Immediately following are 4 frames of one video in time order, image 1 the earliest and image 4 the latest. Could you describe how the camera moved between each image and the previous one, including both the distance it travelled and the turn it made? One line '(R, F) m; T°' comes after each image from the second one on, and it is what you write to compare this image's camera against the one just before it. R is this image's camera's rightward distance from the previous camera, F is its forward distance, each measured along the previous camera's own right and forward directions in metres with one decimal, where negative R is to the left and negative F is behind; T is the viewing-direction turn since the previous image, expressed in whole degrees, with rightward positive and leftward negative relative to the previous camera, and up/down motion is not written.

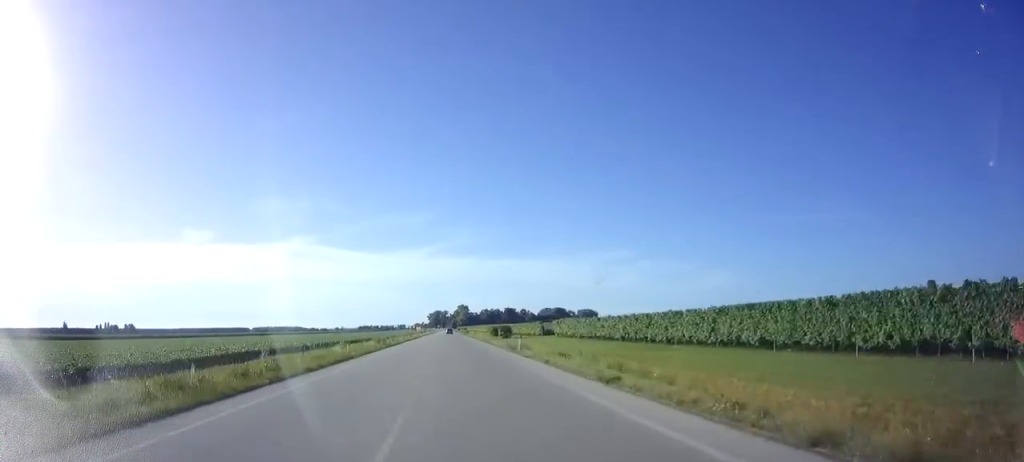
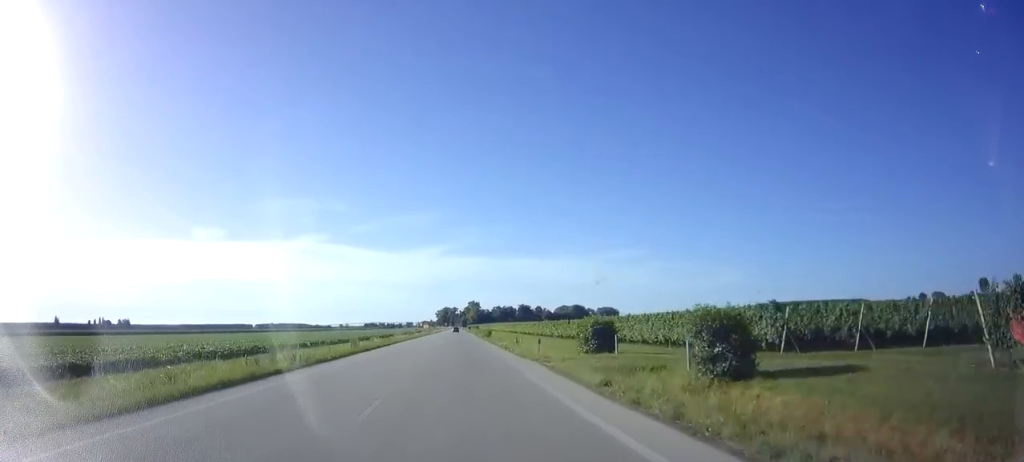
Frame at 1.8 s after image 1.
(-0.4, +59.0) m; -1°
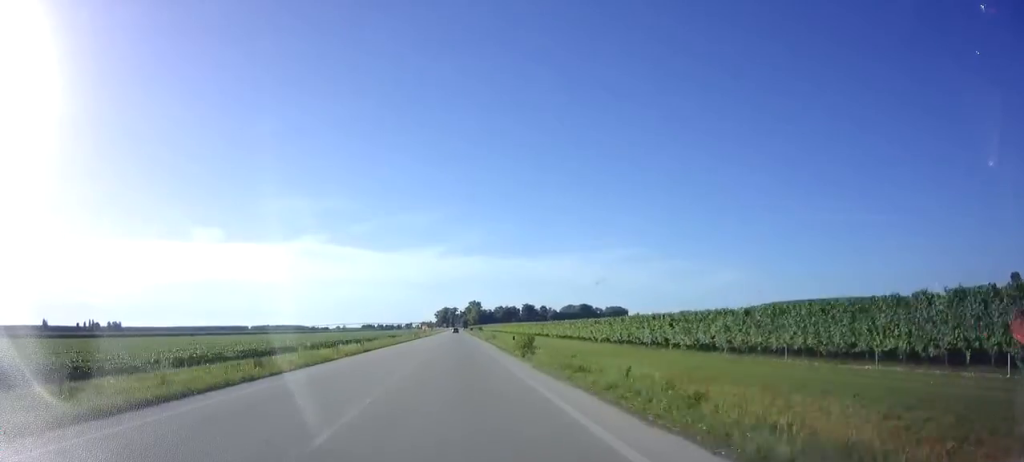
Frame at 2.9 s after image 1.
(-0.3, +39.4) m; -1°
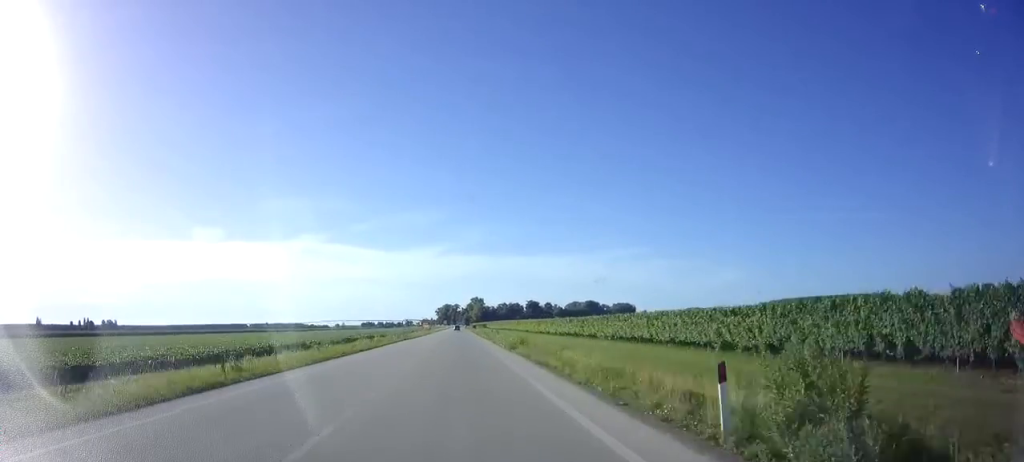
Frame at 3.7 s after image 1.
(-0.1, +24.8) m; 0°
